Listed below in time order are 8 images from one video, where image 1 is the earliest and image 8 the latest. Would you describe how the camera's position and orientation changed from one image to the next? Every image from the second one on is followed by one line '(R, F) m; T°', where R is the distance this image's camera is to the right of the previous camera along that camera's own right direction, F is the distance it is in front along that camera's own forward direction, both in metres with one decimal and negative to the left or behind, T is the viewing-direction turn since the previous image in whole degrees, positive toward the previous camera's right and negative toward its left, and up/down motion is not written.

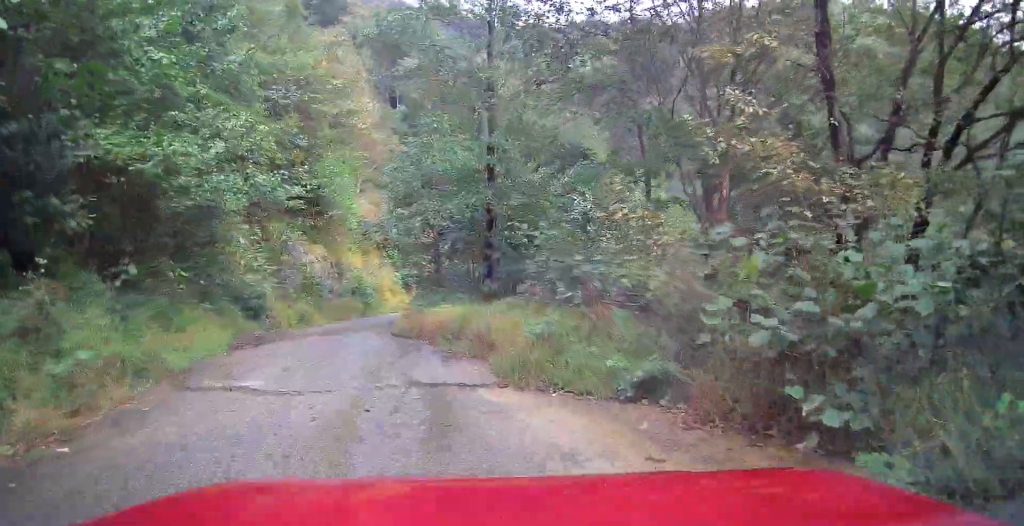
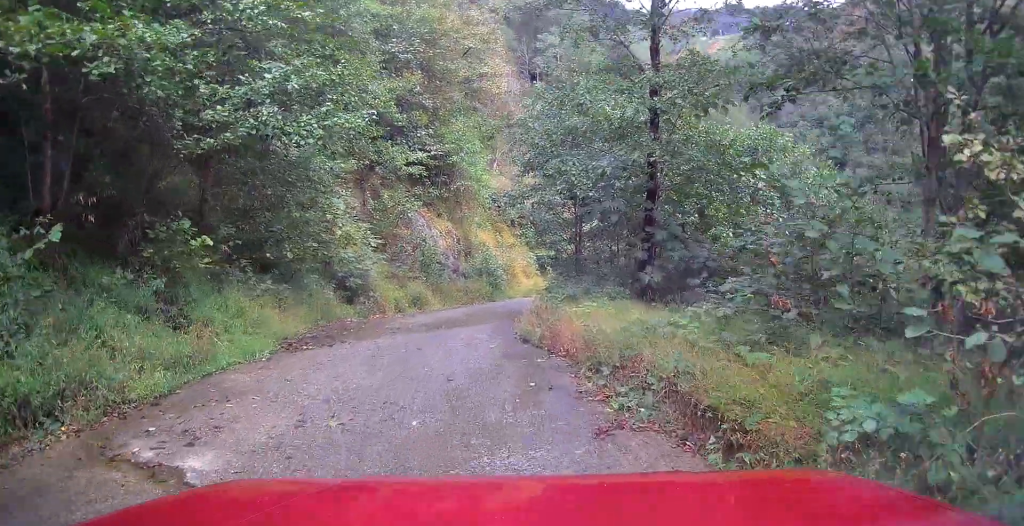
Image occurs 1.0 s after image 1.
(-0.6, +3.3) m; -23°
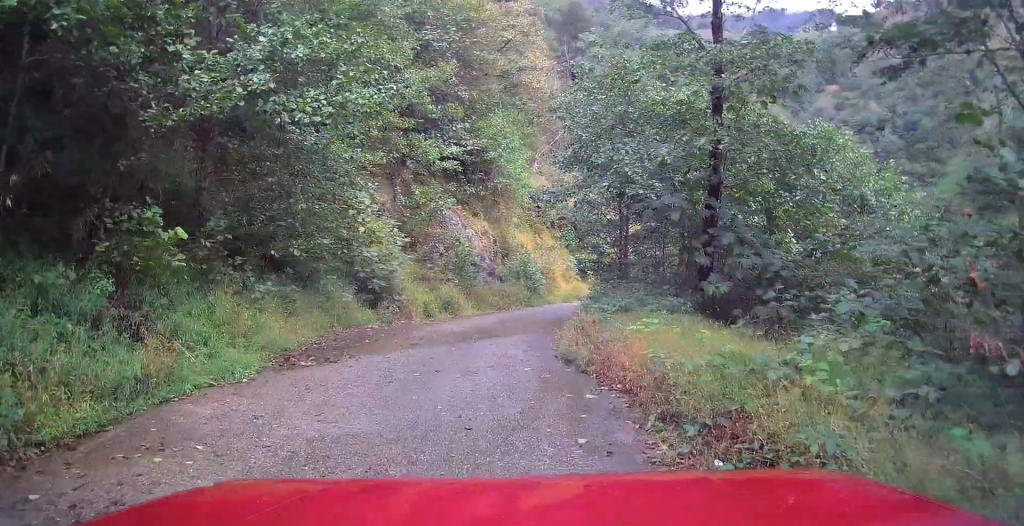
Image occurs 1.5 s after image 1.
(-0.2, +1.4) m; -8°
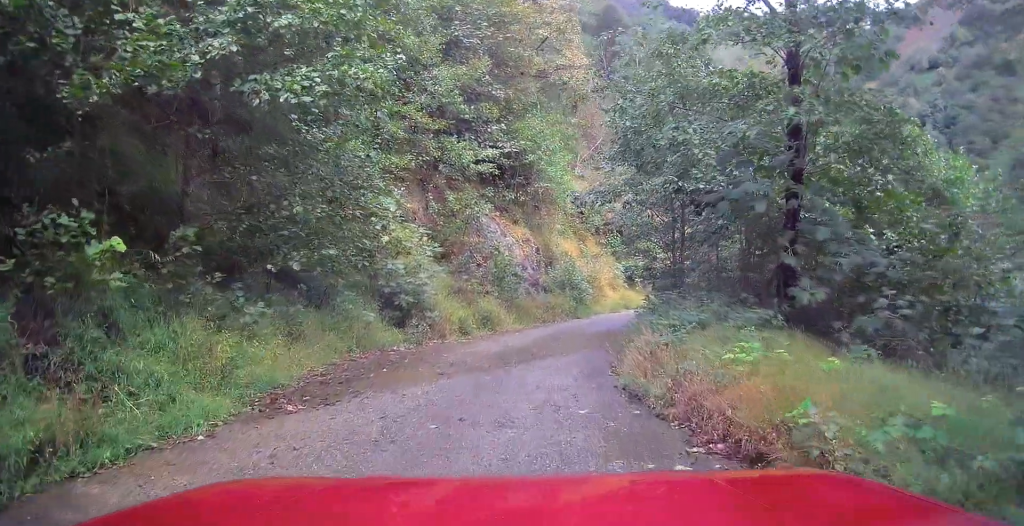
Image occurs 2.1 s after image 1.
(-0.2, +1.5) m; -8°
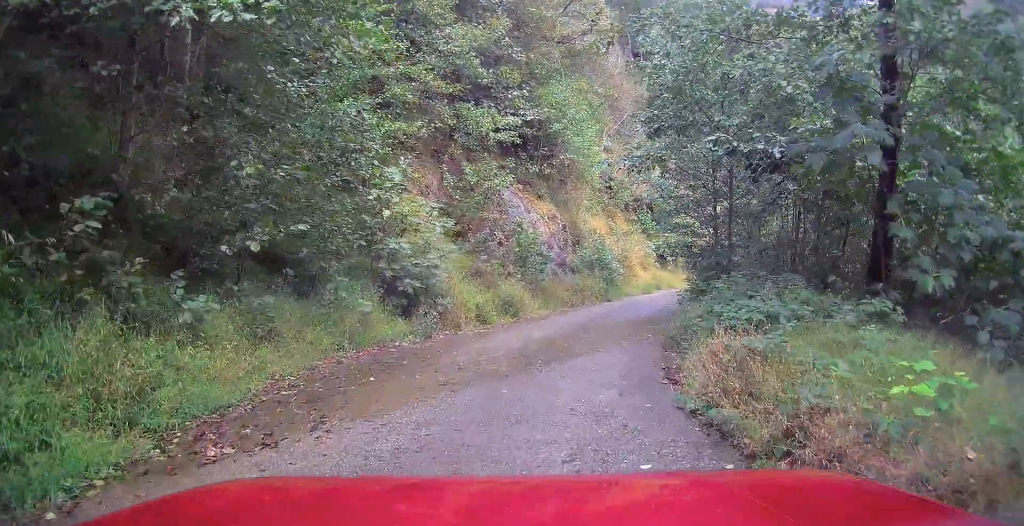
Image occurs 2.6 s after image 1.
(0.0, +1.6) m; -2°
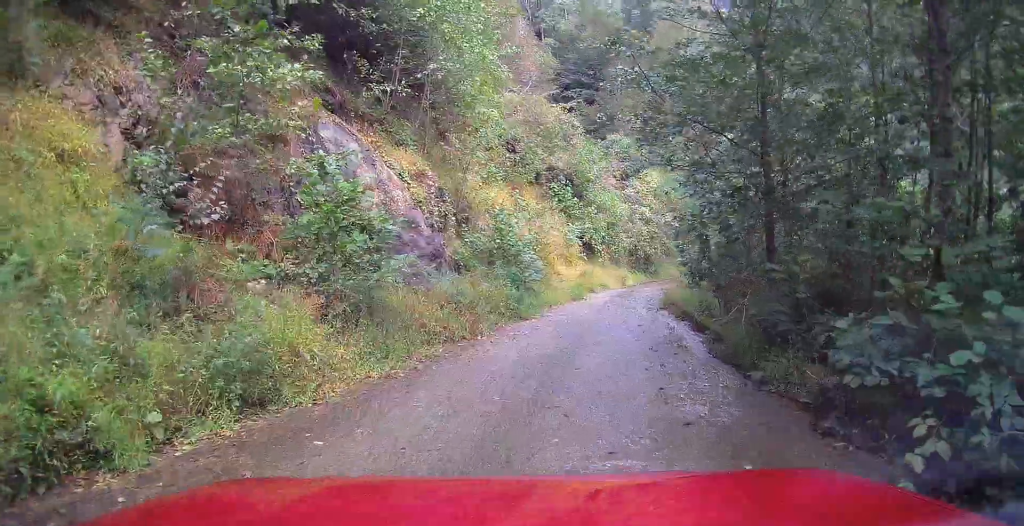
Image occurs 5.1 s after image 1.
(-0.2, +8.6) m; +2°
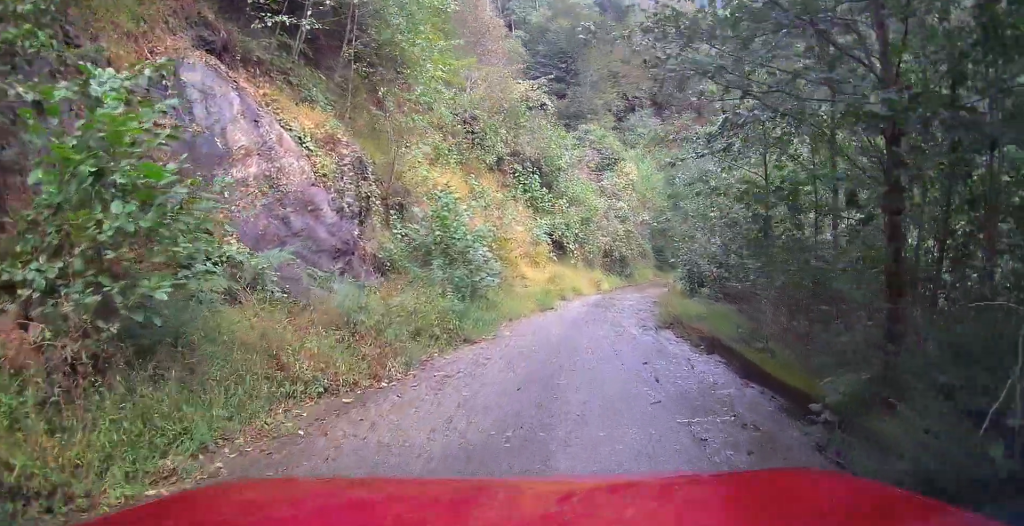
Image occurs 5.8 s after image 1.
(+0.2, +3.4) m; -1°
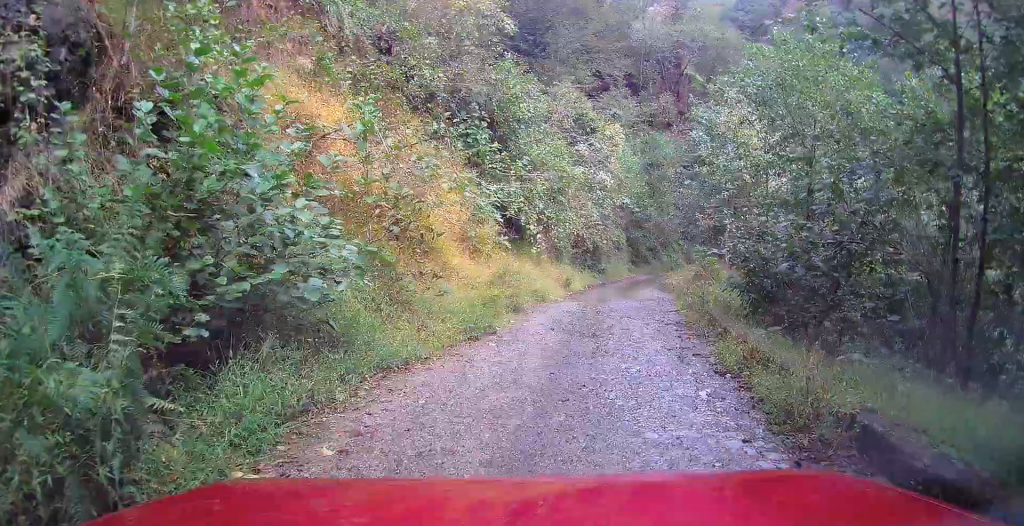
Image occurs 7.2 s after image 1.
(-0.4, +7.1) m; -2°
